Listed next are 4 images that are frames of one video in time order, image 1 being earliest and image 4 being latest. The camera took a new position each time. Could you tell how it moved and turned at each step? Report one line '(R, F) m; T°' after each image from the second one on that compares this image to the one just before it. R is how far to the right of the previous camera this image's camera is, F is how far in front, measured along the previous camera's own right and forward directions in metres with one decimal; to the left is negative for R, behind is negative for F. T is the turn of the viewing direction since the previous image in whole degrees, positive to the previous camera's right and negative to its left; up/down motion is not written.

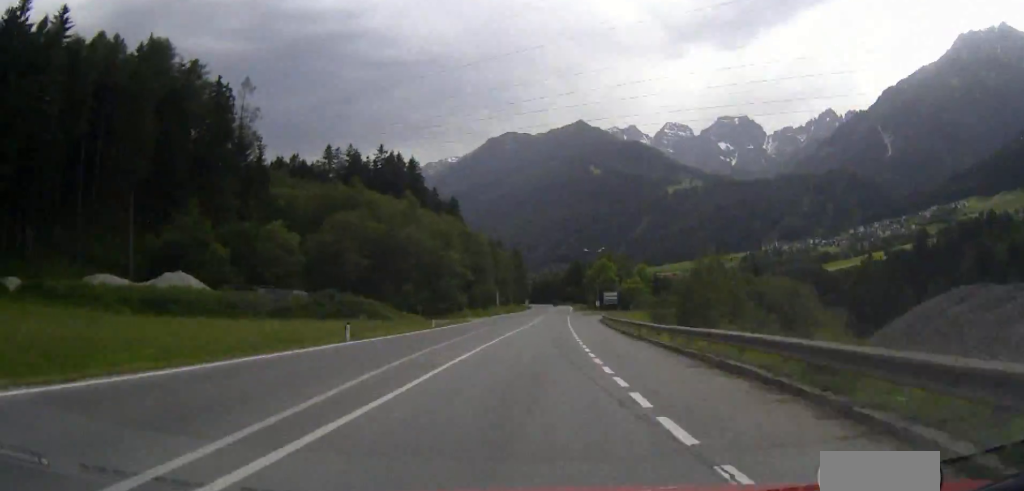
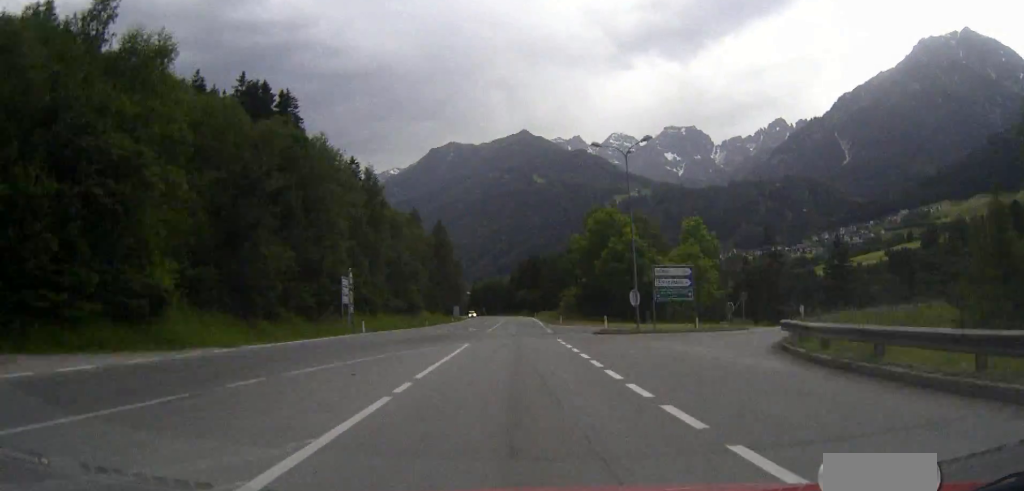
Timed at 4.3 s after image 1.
(+2.8, +80.9) m; +3°
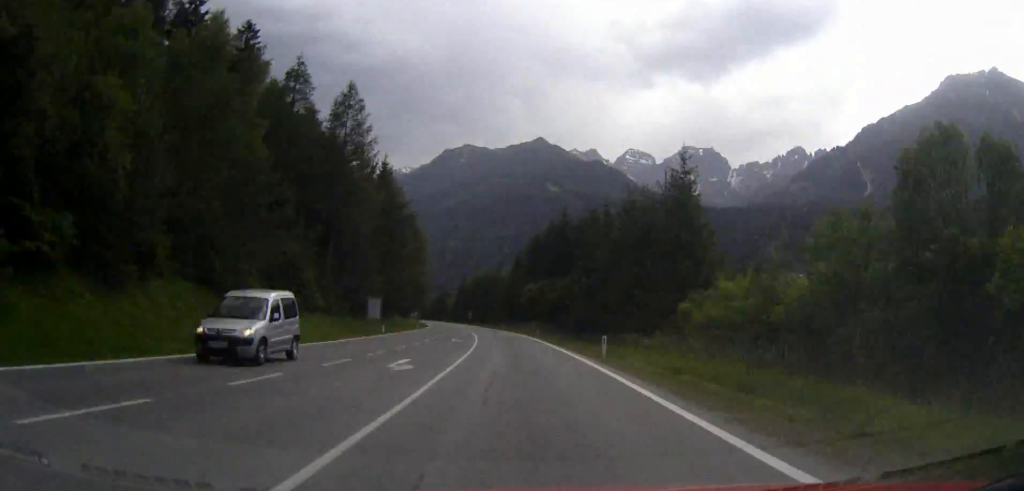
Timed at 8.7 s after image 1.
(-0.2, +83.6) m; -2°
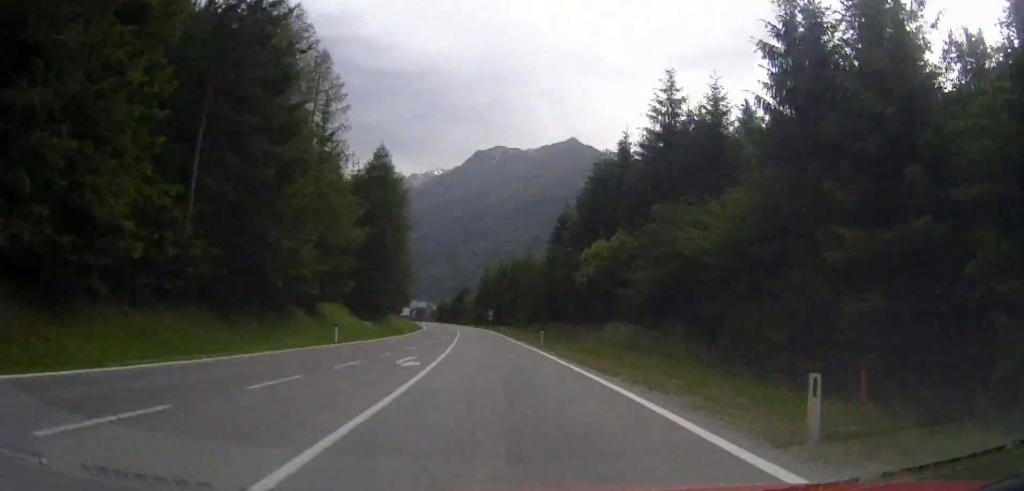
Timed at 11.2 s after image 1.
(-1.0, +47.8) m; -3°
